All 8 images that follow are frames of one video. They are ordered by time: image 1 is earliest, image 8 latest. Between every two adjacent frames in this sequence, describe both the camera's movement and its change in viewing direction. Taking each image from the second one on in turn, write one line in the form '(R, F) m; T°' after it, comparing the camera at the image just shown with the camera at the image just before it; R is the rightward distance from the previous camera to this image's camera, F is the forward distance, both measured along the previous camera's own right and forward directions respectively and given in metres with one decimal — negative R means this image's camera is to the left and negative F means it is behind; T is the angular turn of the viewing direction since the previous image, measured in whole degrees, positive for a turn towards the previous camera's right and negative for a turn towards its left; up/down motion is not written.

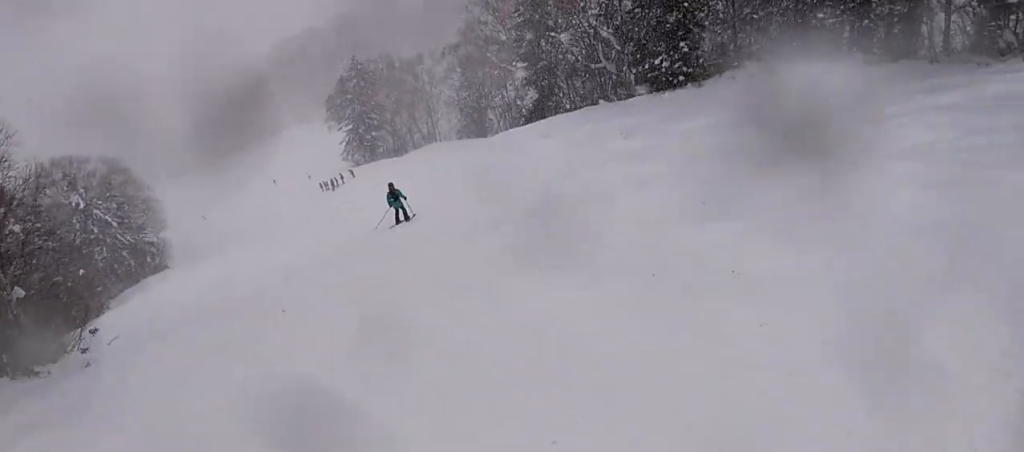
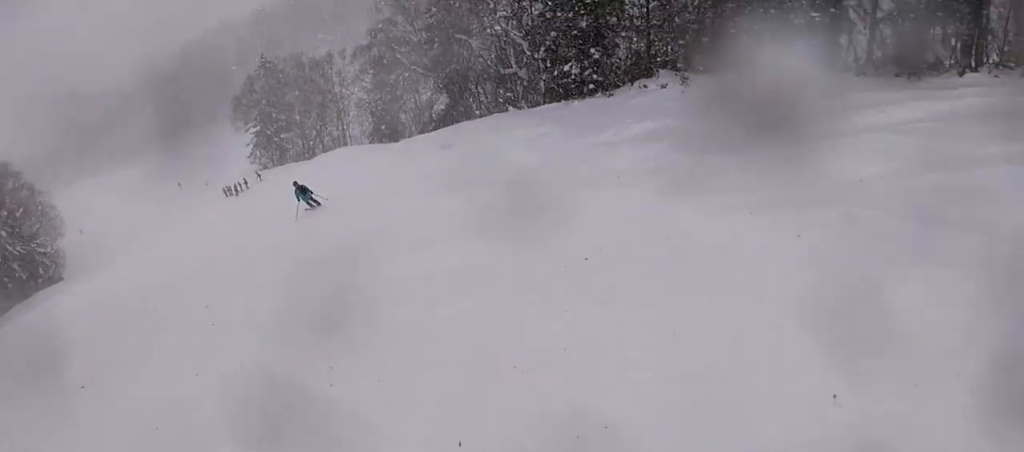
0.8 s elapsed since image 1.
(-0.2, +1.7) m; -15°
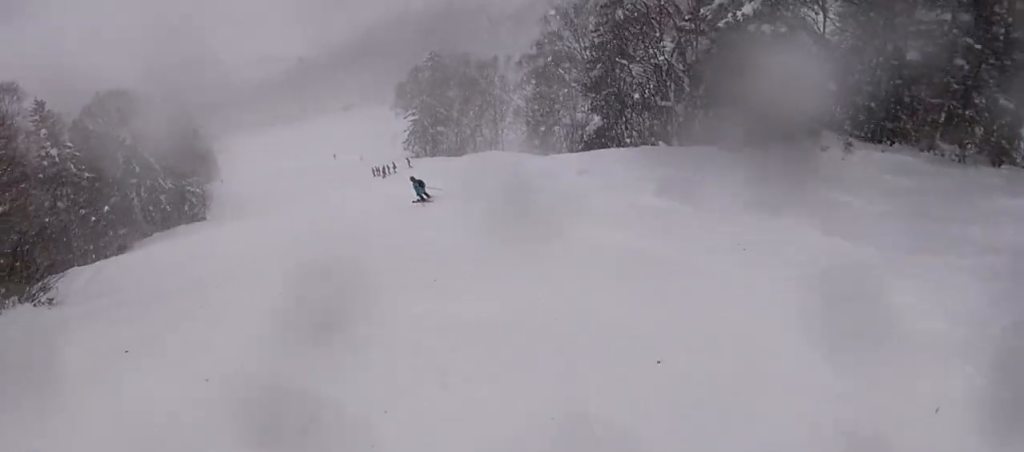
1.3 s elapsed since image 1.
(-0.2, +1.5) m; -7°
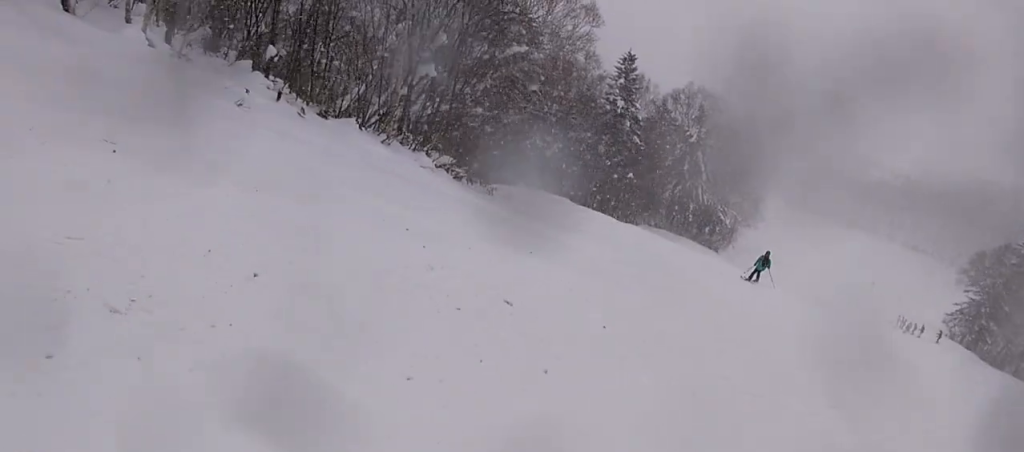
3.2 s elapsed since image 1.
(-2.0, +6.0) m; -53°
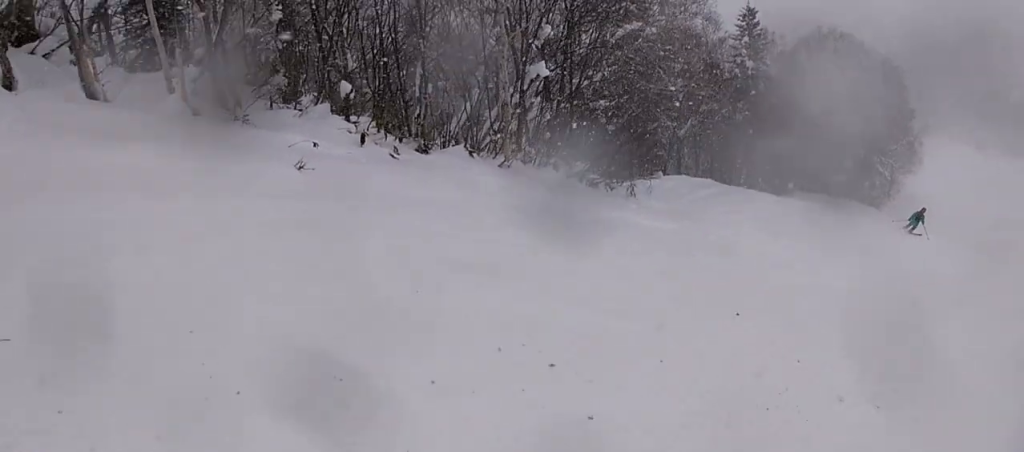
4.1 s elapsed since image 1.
(-1.2, +3.1) m; -8°
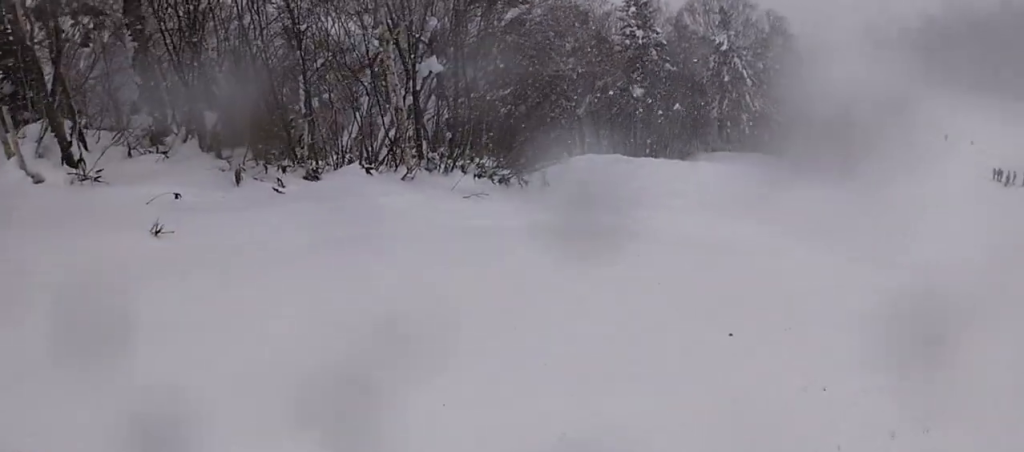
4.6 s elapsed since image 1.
(-0.8, +1.7) m; +11°
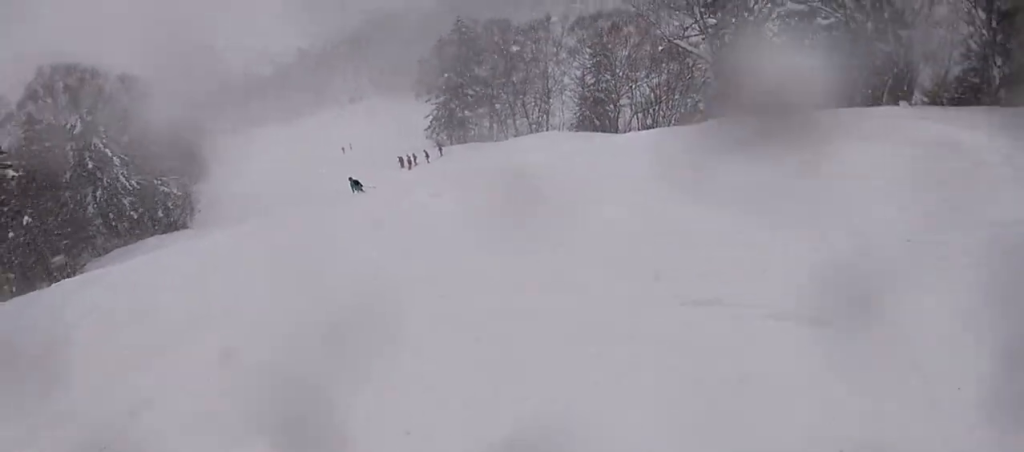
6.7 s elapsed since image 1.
(+5.9, +6.2) m; +40°
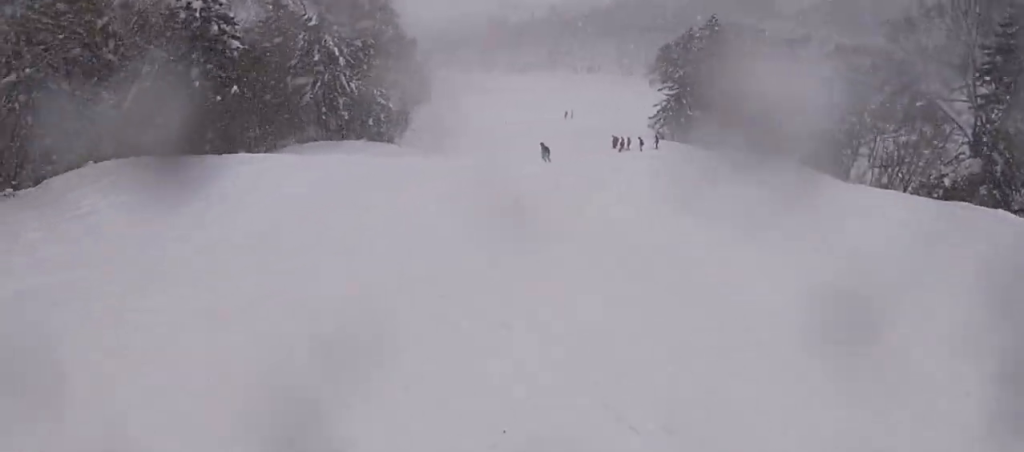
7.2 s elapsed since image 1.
(+0.1, +2.0) m; -14°
